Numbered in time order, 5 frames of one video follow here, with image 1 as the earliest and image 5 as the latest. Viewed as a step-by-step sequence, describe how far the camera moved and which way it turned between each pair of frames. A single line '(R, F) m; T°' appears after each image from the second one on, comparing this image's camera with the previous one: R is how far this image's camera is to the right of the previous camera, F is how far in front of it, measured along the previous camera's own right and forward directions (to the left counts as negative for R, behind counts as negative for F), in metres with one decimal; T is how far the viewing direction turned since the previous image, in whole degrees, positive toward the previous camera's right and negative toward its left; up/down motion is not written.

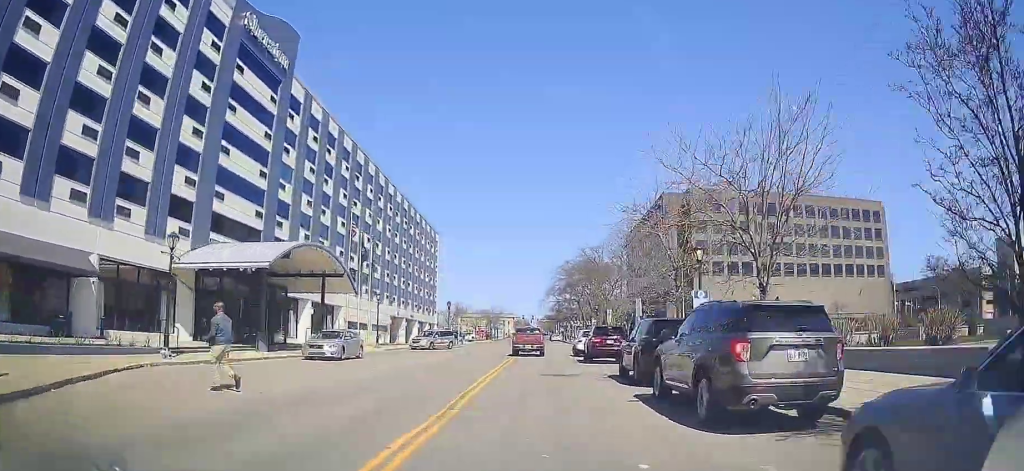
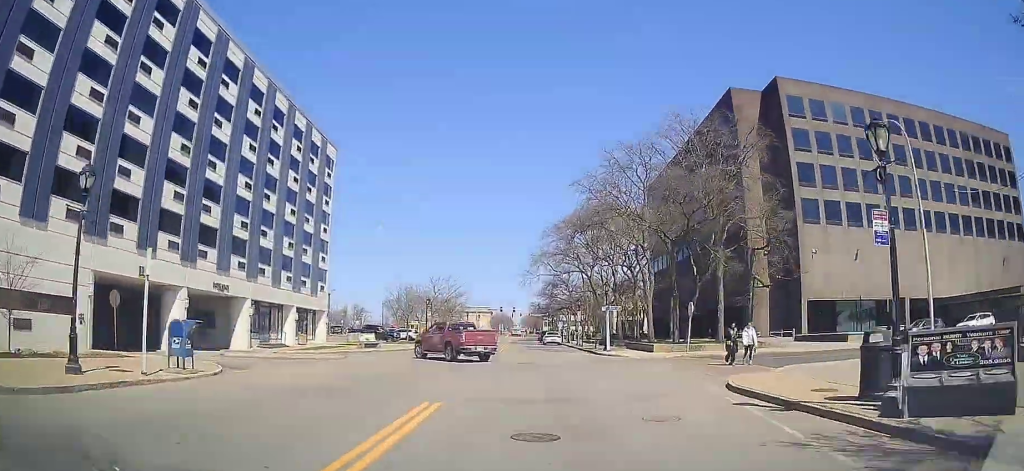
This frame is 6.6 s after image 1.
(-0.2, +48.7) m; 0°
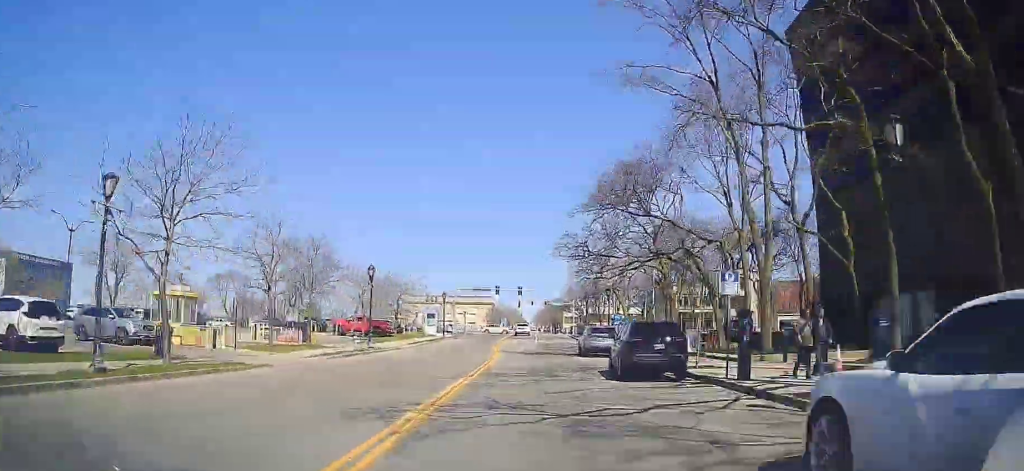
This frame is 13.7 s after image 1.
(-0.3, +58.6) m; +1°
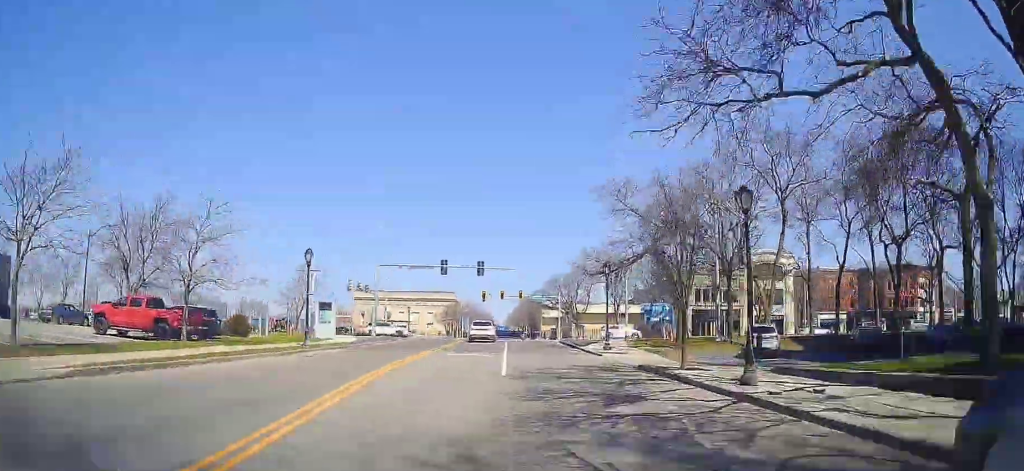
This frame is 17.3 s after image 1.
(+0.8, +29.1) m; +2°
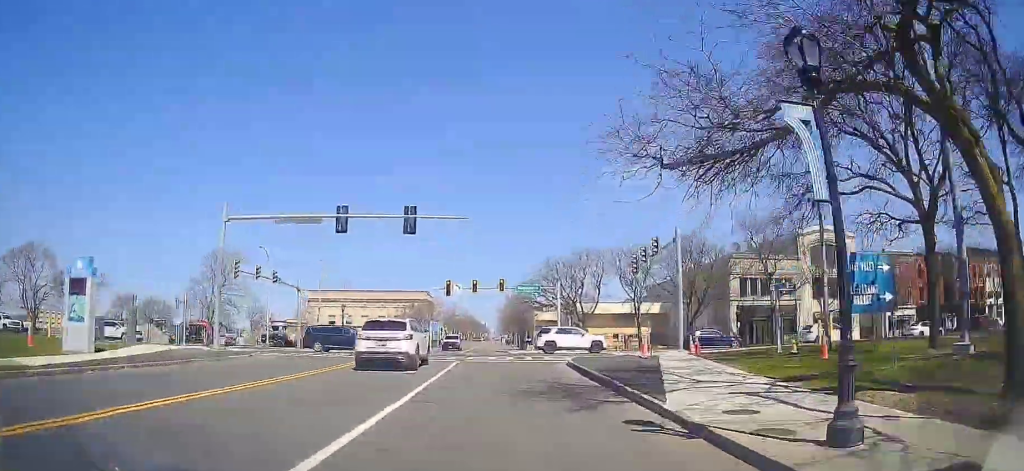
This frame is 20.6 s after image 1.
(+0.2, +21.0) m; 0°
